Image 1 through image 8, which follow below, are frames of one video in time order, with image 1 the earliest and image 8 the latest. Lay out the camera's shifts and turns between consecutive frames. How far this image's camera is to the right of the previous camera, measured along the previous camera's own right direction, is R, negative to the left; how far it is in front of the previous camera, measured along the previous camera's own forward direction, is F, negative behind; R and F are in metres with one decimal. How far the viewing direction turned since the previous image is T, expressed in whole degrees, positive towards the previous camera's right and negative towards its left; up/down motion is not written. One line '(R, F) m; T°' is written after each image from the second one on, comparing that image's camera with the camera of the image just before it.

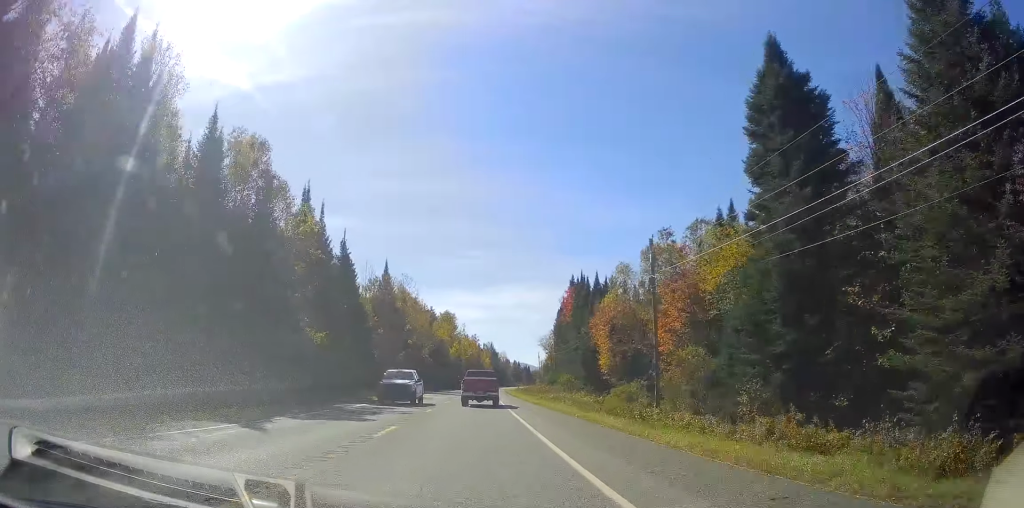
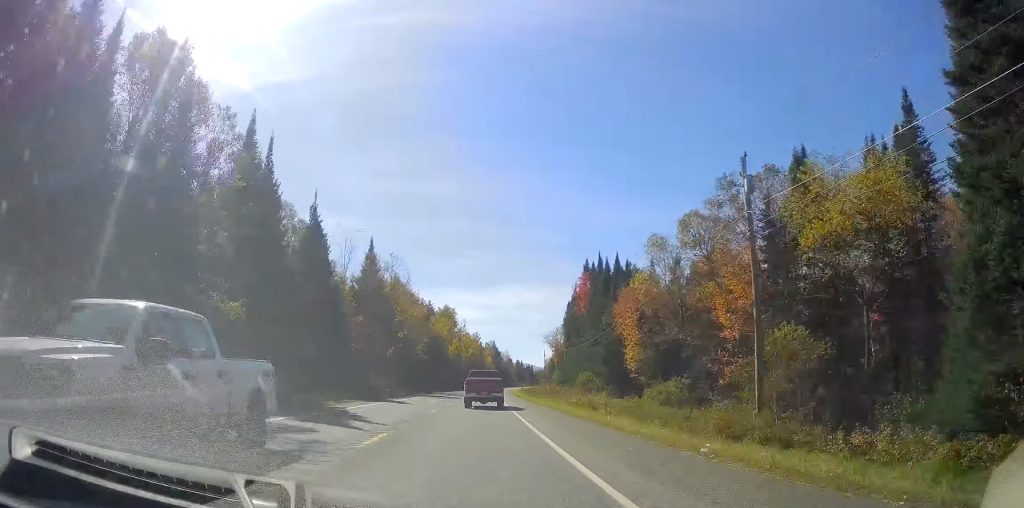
(-0.1, +13.2) m; -1°
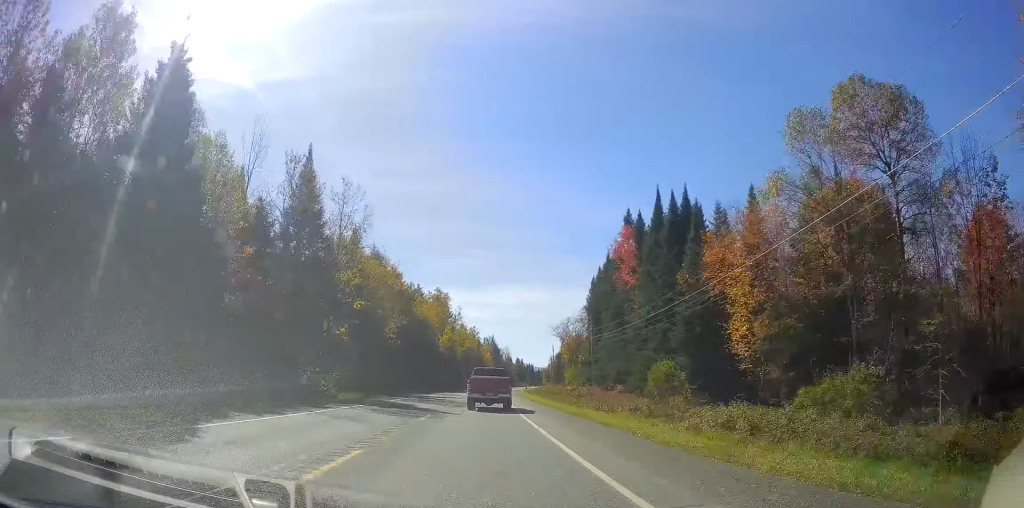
(-0.2, +28.0) m; 0°
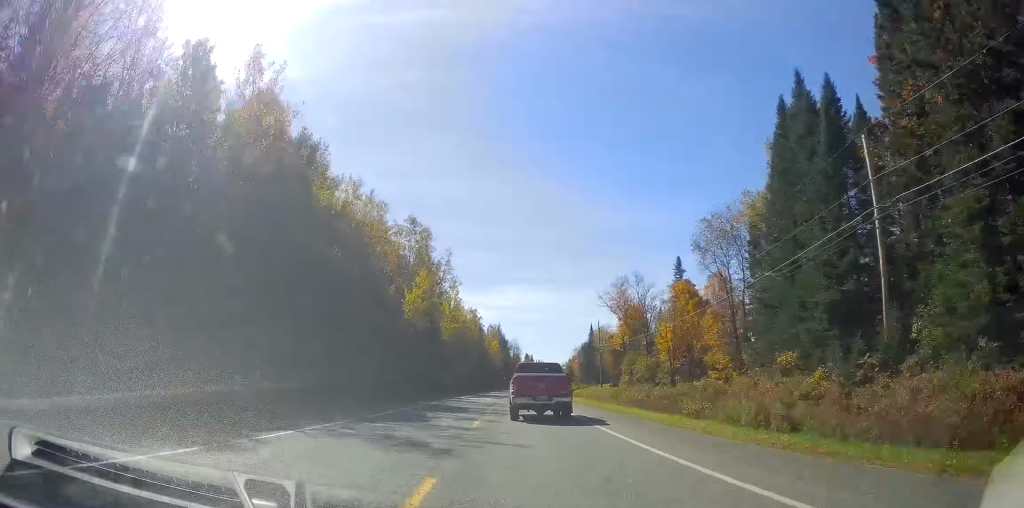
(+0.4, +60.6) m; -1°
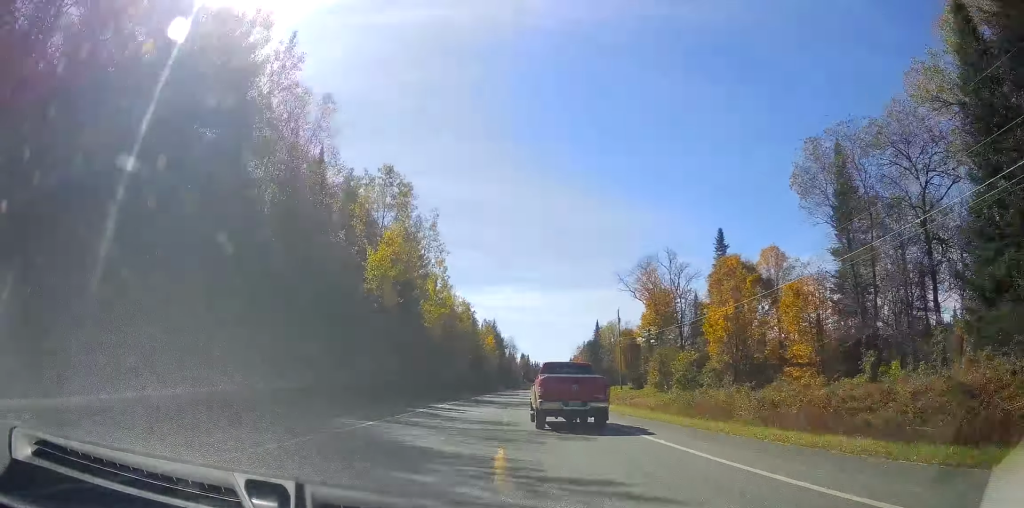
(-0.3, +18.9) m; -1°
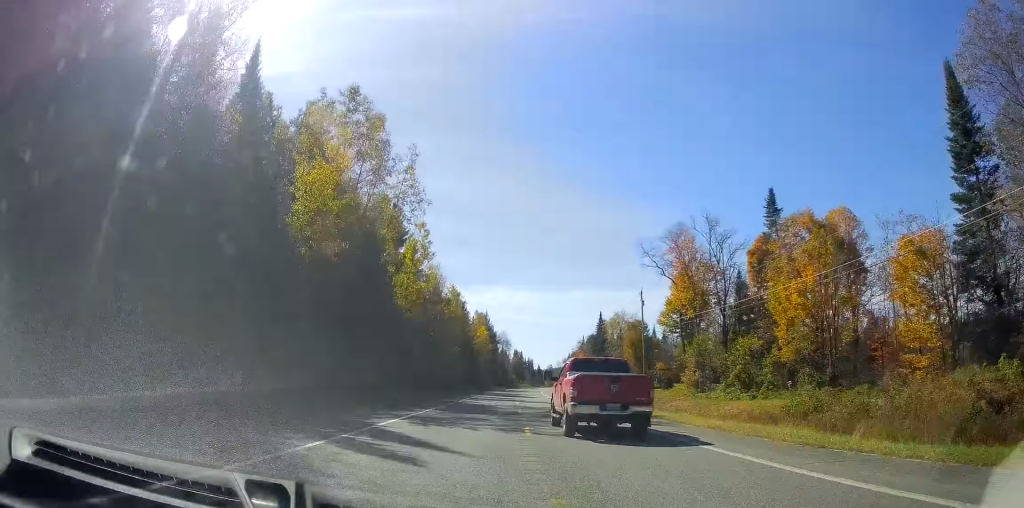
(-0.1, +16.2) m; 0°
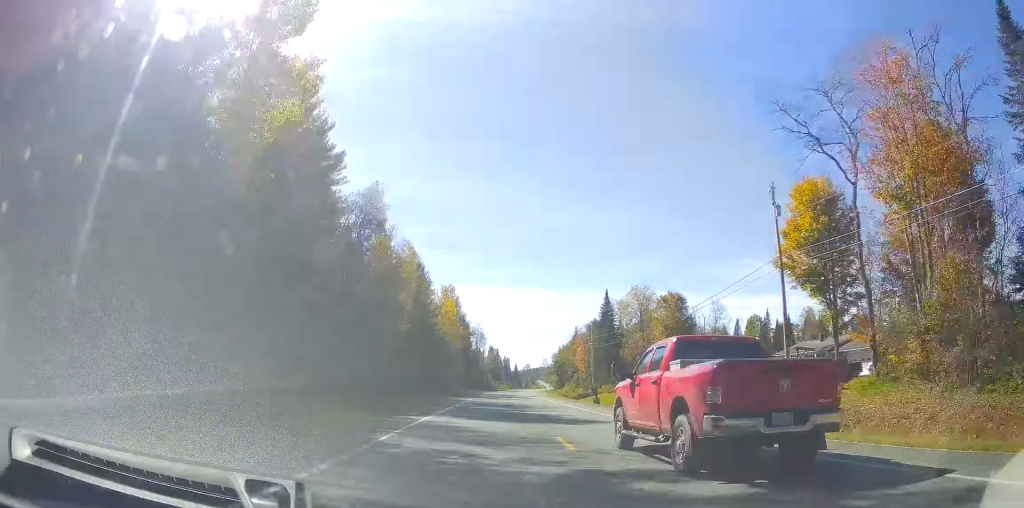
(+0.6, +36.7) m; +2°
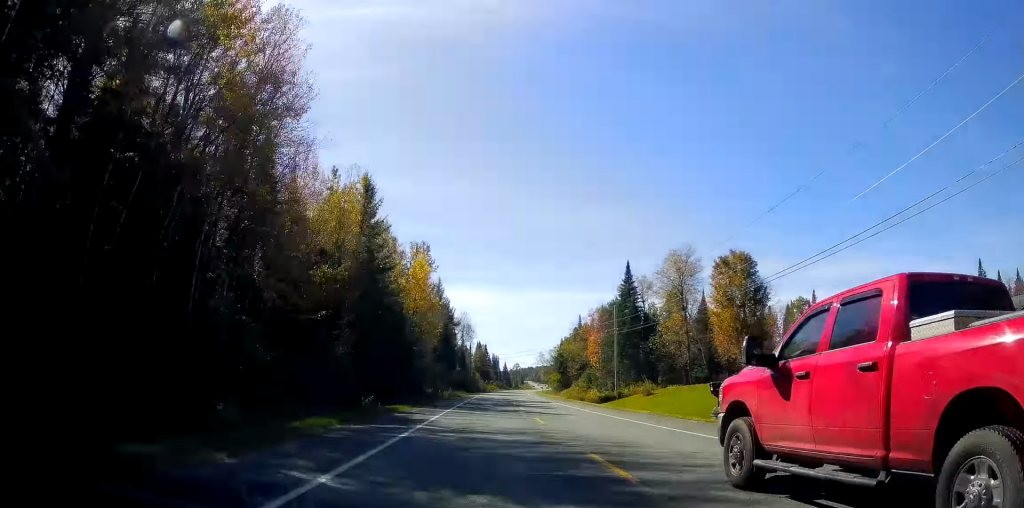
(+0.3, +25.6) m; +1°
